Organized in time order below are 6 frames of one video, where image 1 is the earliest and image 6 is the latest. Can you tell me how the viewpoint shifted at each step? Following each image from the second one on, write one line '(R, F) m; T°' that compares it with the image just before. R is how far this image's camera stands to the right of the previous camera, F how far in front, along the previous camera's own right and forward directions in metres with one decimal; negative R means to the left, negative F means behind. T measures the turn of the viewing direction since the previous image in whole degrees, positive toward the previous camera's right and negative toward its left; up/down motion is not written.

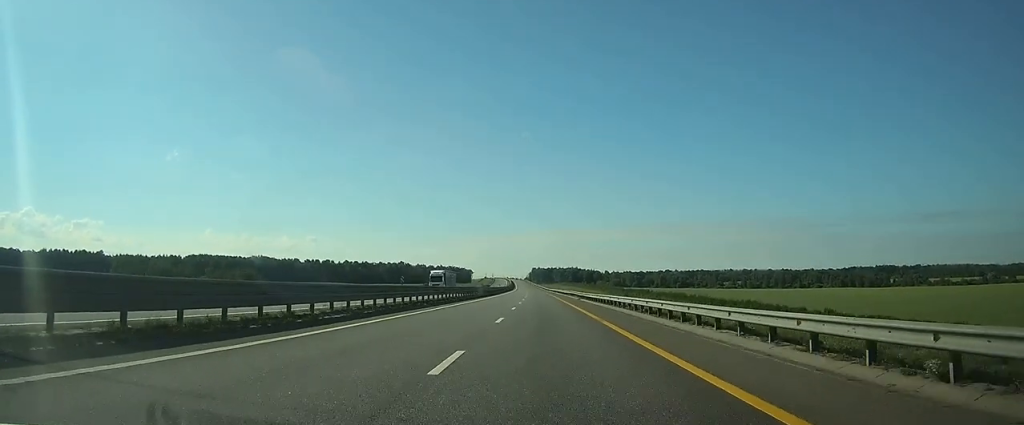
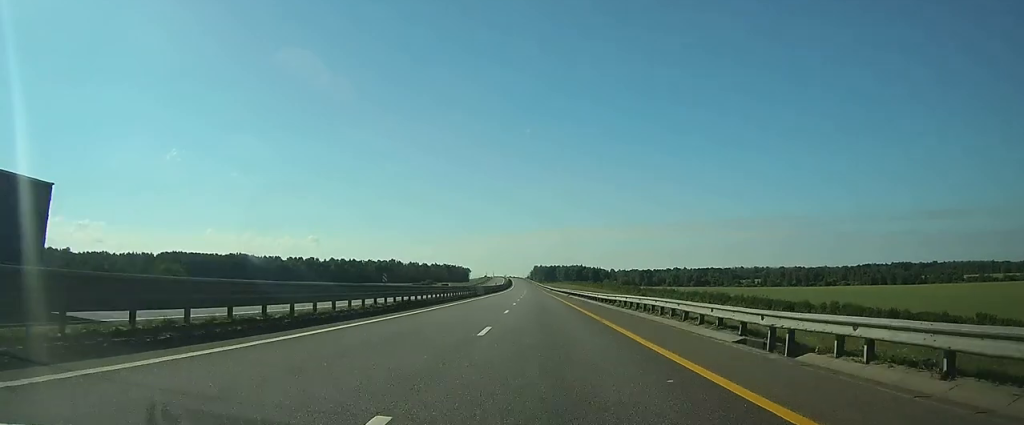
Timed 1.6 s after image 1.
(-0.5, +53.6) m; -1°
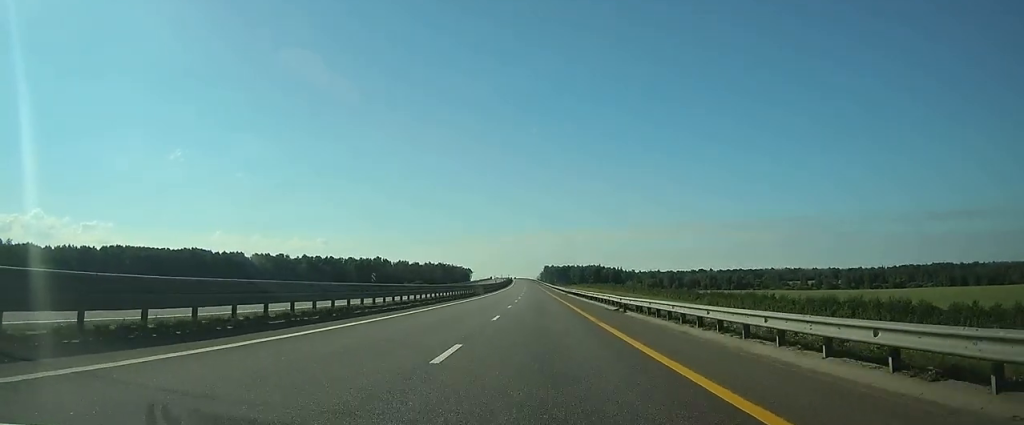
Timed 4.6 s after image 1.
(-0.7, +101.2) m; -1°
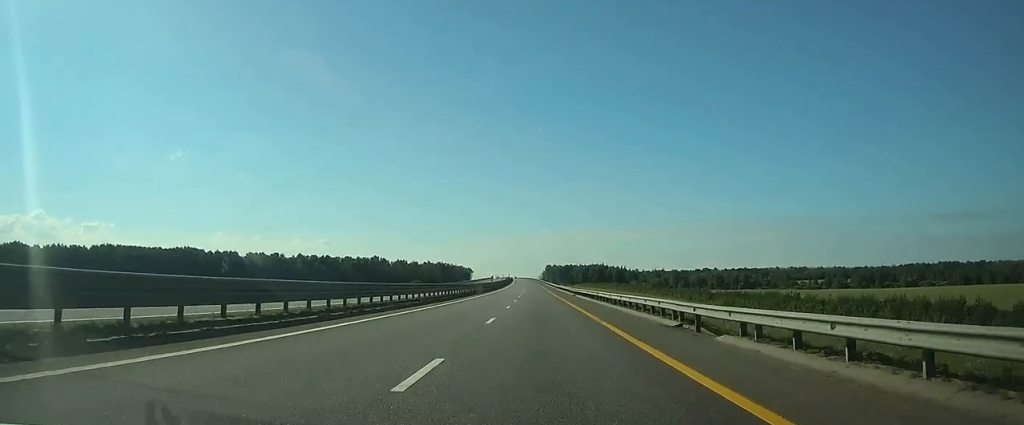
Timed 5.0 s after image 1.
(+0.1, +14.6) m; 0°
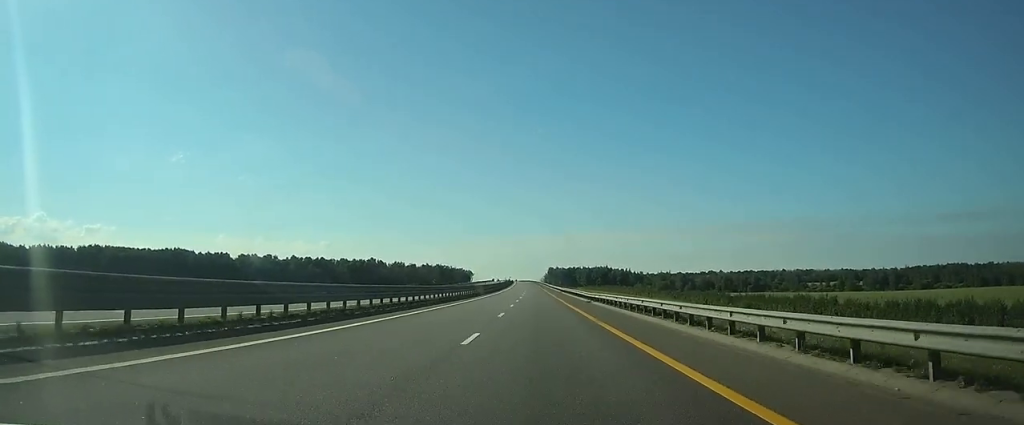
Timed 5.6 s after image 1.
(-0.1, +18.0) m; 0°
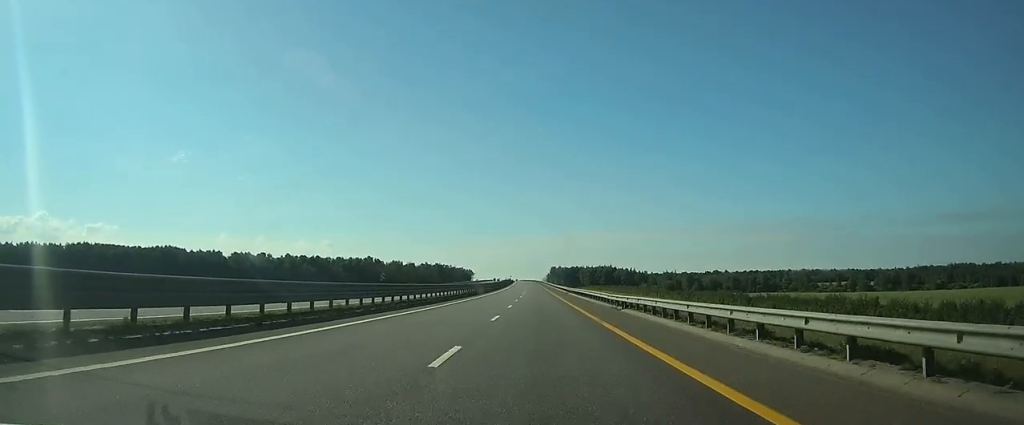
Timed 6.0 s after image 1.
(0.0, +15.8) m; 0°
